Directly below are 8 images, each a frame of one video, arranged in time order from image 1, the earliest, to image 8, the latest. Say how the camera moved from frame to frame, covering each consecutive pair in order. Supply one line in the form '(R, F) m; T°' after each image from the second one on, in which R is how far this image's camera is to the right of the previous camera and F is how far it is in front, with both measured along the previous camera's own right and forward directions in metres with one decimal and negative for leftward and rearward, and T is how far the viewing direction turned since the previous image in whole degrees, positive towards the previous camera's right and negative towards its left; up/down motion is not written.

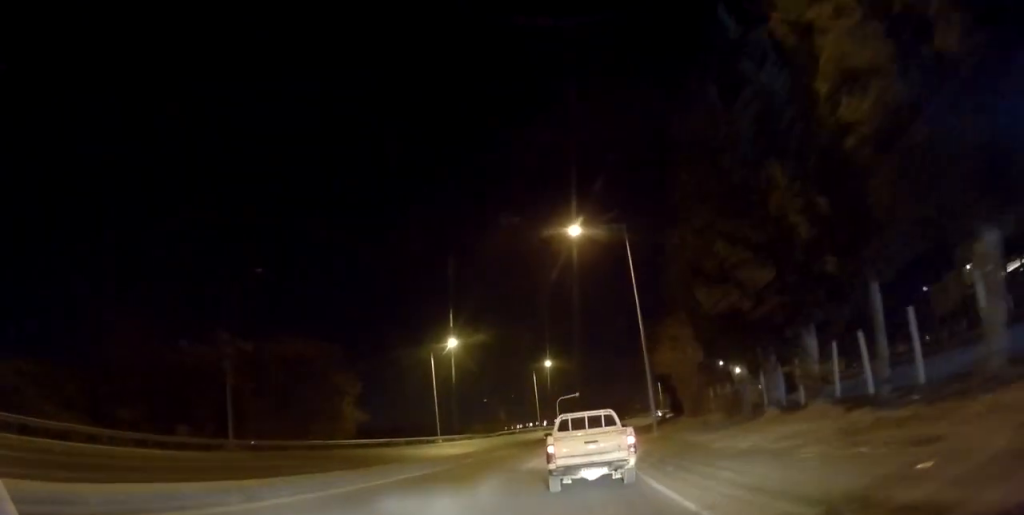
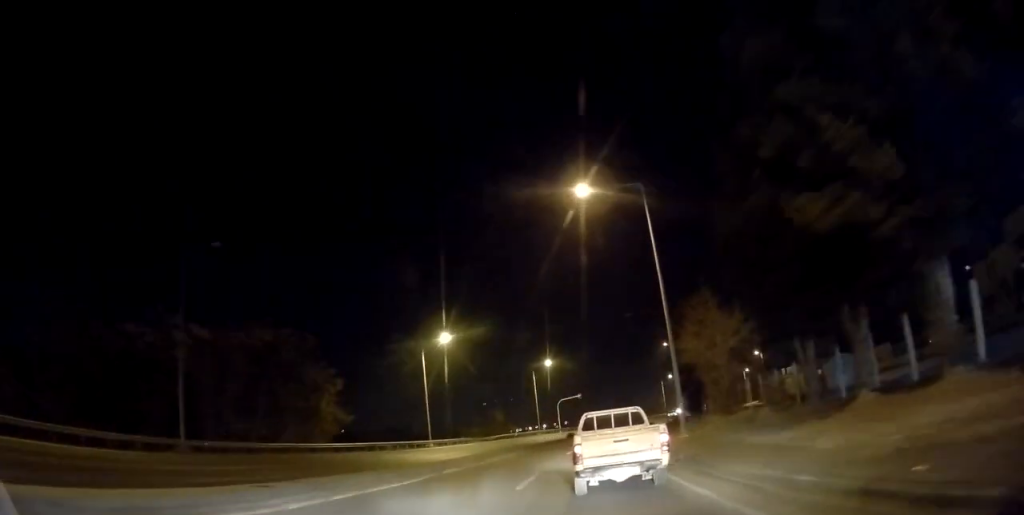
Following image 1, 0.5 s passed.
(+0.5, +6.2) m; -1°
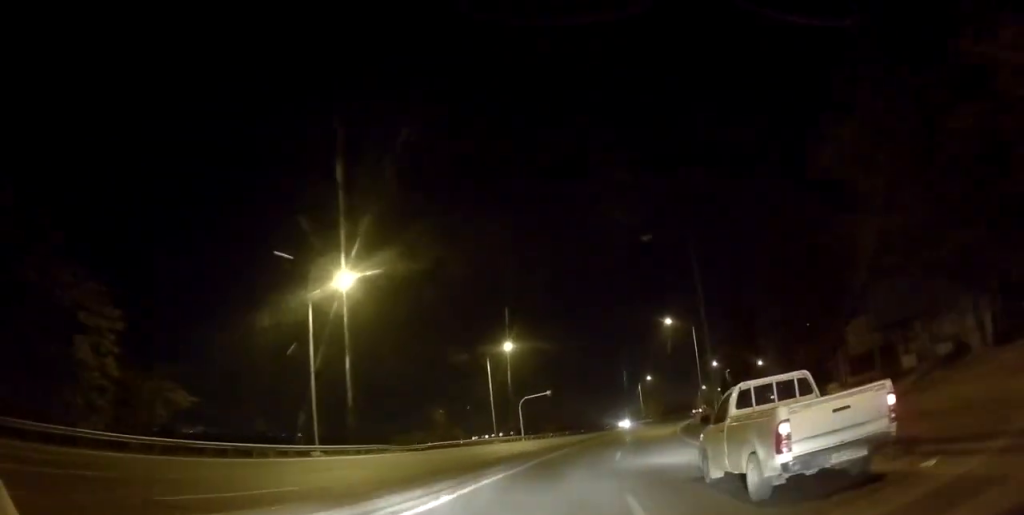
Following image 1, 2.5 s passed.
(0.0, +27.8) m; +5°
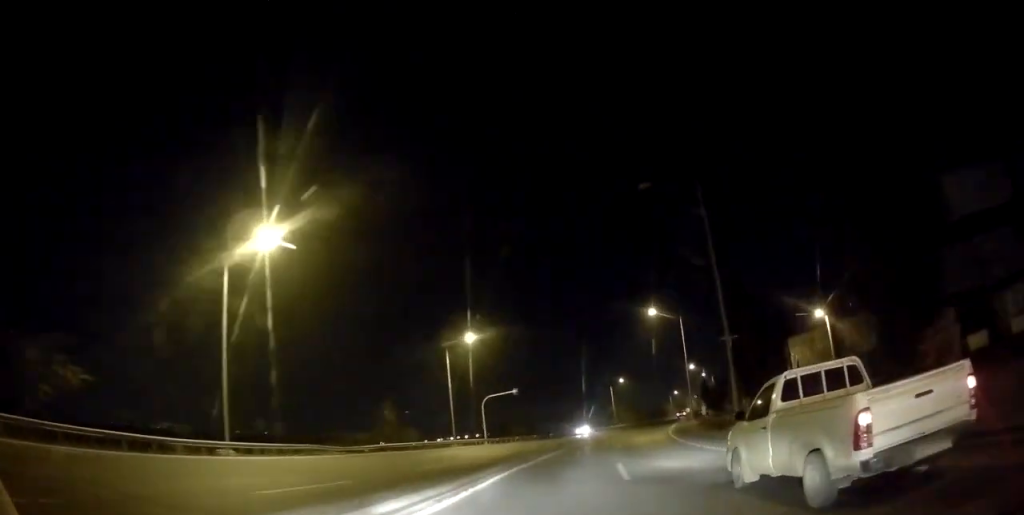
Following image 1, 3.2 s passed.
(+0.3, +9.3) m; +4°
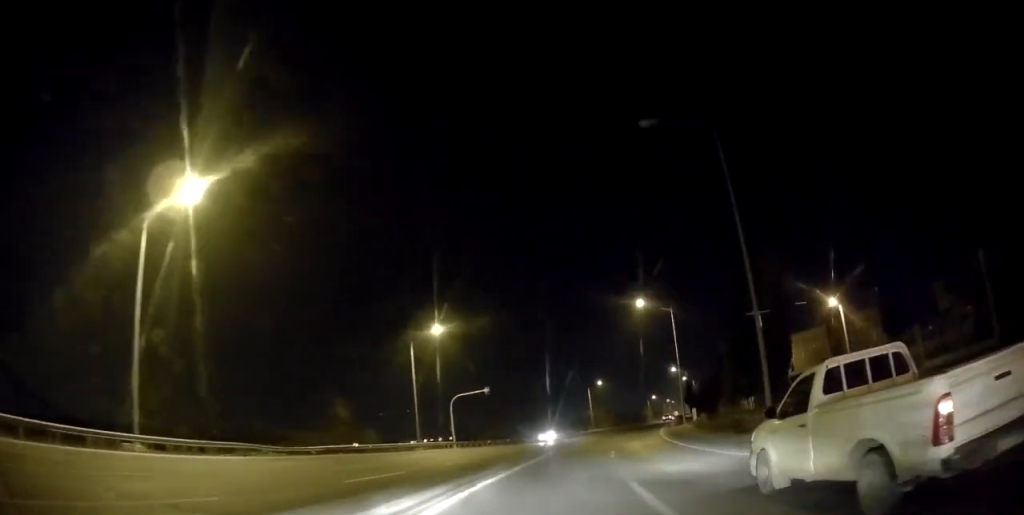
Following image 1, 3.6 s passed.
(-0.2, +6.7) m; +2°
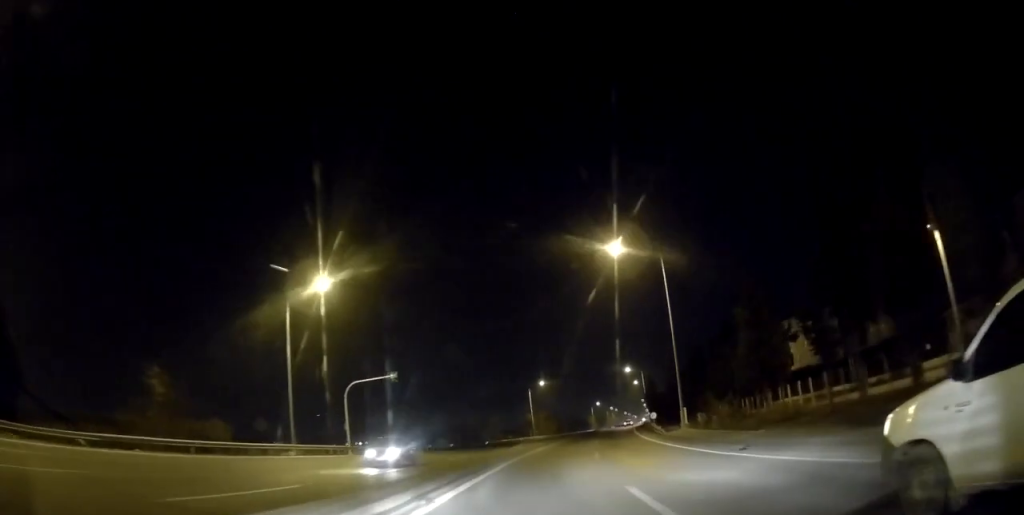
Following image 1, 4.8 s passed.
(+1.4, +19.2) m; +9°
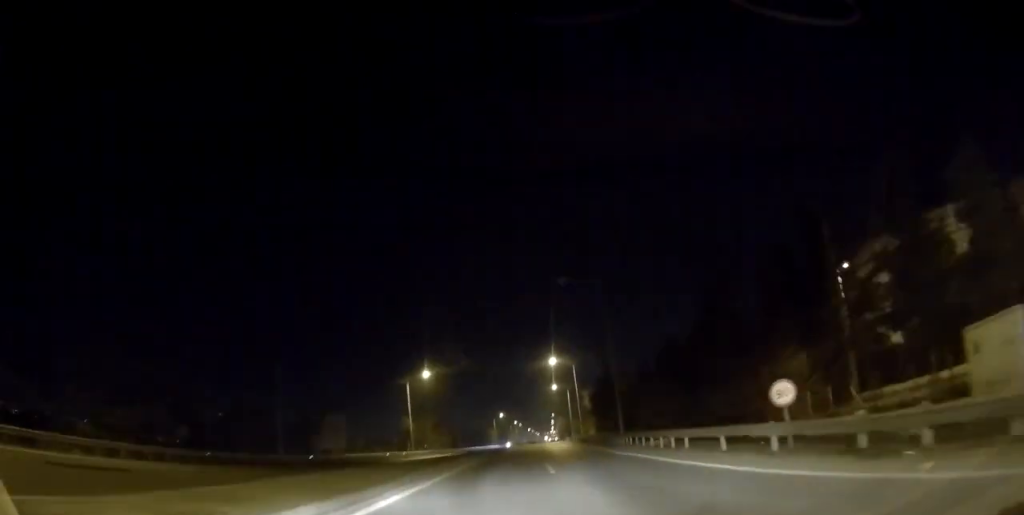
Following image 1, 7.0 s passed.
(+3.8, +41.3) m; +7°
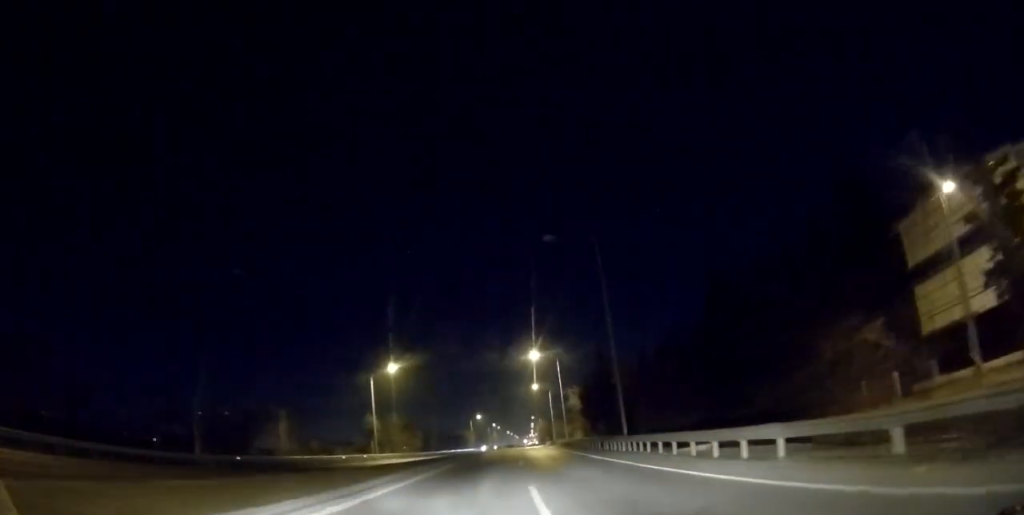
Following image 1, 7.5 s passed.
(0.0, +9.8) m; +1°
